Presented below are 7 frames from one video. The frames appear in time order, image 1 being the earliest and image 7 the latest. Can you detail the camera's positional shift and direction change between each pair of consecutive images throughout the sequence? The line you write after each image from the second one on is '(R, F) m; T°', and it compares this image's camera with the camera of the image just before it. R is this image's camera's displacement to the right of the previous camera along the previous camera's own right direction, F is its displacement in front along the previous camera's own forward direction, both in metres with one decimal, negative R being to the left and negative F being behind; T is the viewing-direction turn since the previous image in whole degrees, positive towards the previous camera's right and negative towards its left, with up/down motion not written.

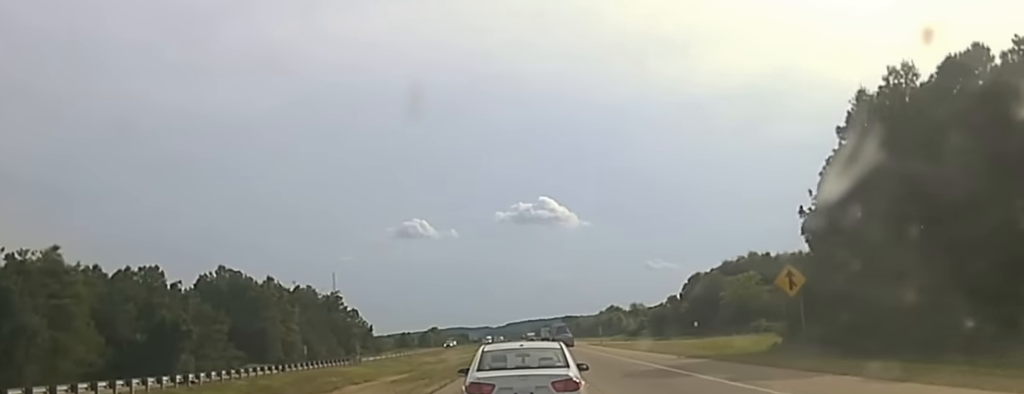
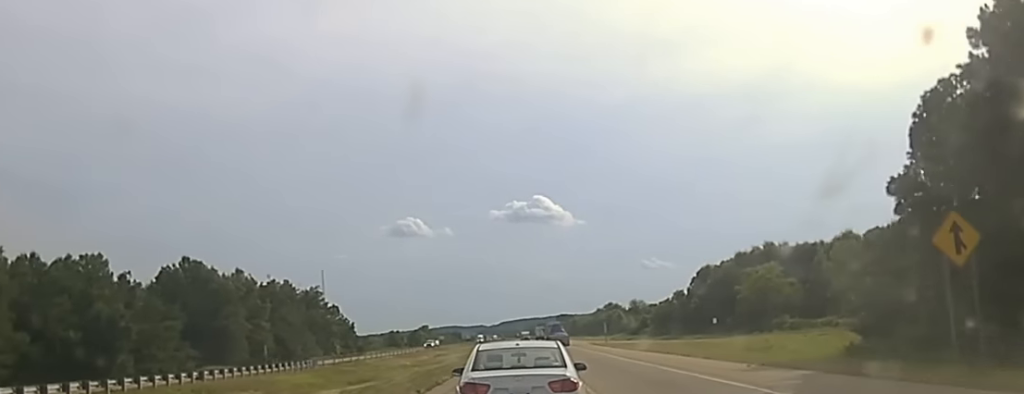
(+0.1, +17.7) m; 0°
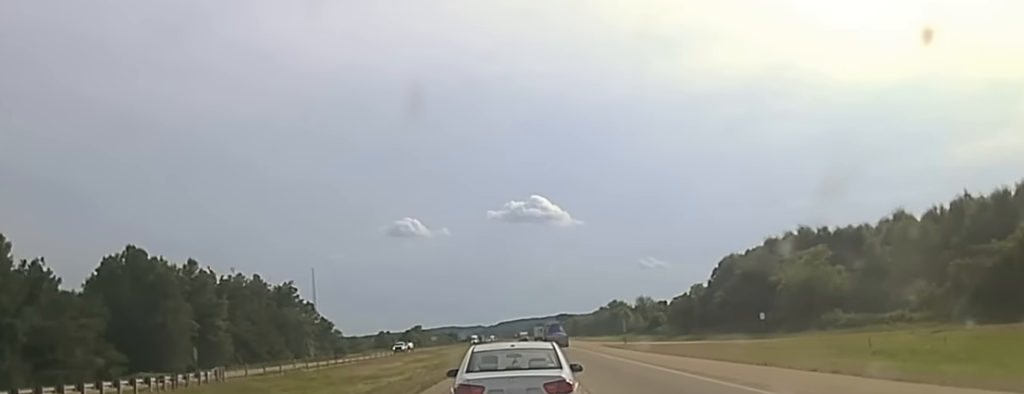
(+0.1, +26.9) m; 0°
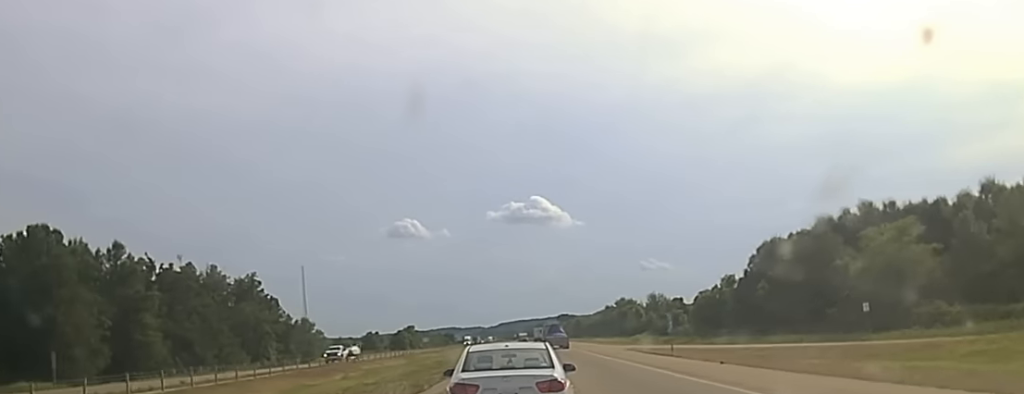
(-0.1, +39.0) m; 0°
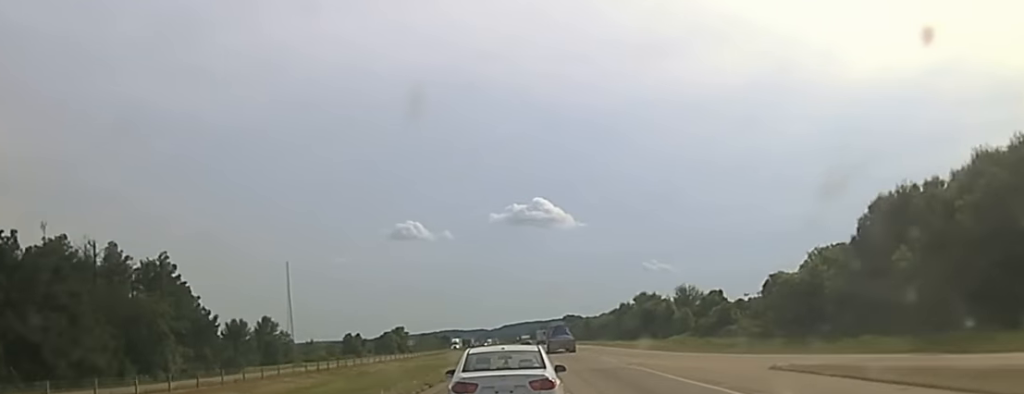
(+0.1, +55.0) m; 0°
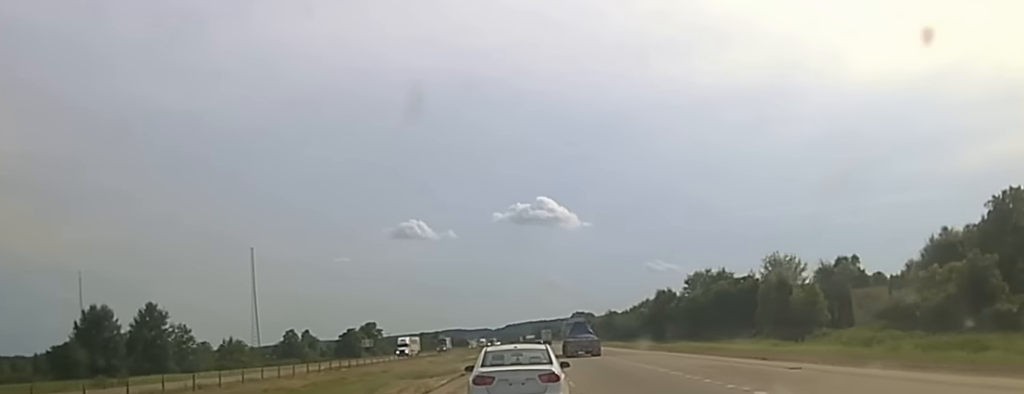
(-0.9, +92.1) m; -1°
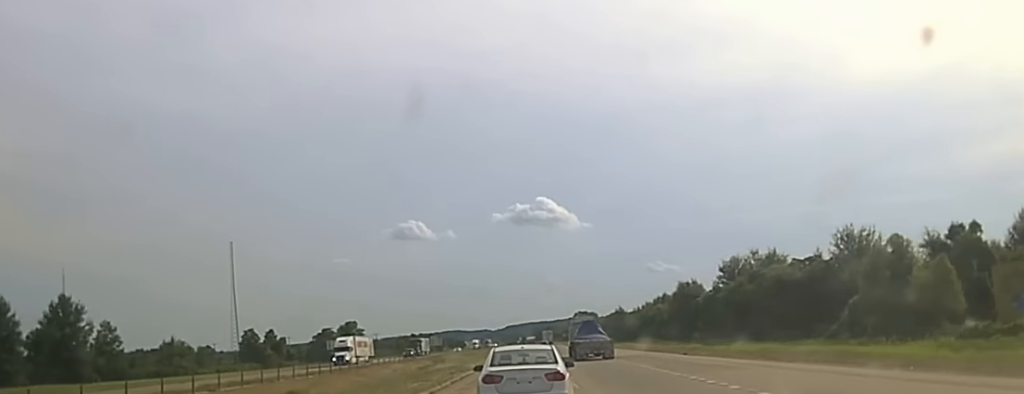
(0.0, +37.5) m; 0°
